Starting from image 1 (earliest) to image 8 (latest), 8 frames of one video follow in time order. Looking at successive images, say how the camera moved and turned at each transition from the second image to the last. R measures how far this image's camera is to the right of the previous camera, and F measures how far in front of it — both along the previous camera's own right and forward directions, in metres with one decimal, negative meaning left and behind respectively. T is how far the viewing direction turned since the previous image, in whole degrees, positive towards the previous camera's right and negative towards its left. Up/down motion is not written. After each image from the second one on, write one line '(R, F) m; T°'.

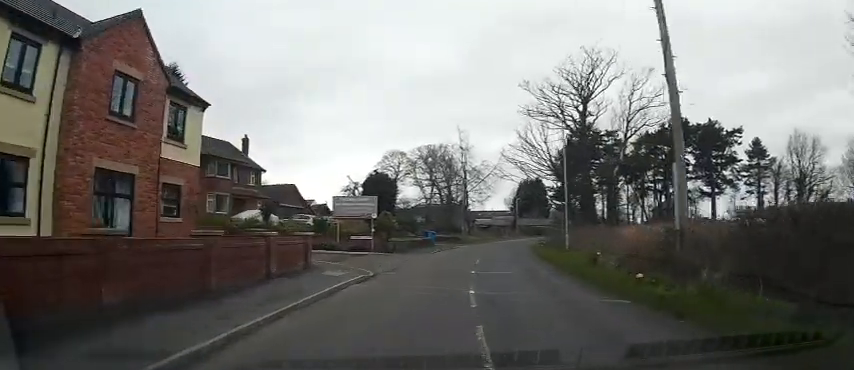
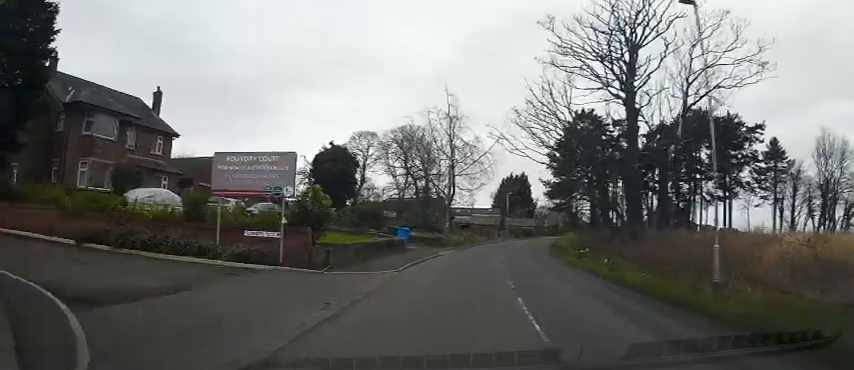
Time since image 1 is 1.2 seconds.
(+0.1, +14.2) m; +1°
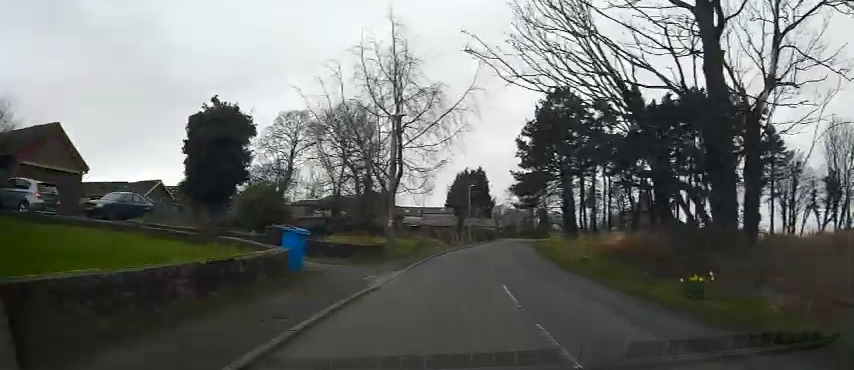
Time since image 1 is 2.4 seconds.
(+0.1, +13.9) m; +3°
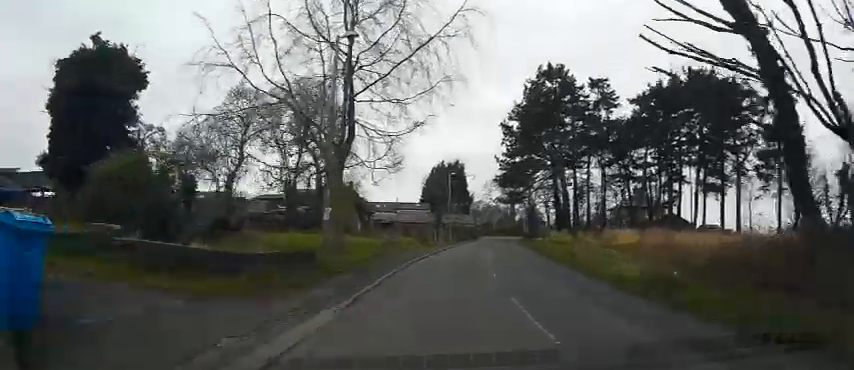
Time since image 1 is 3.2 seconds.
(+0.4, +8.9) m; +5°
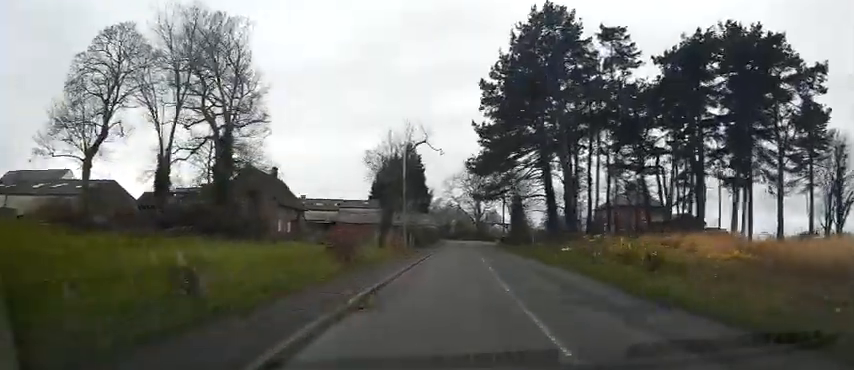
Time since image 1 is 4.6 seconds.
(+1.3, +17.3) m; +6°
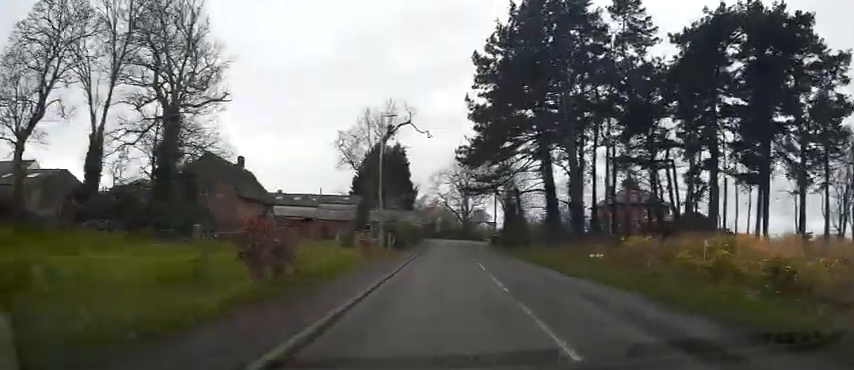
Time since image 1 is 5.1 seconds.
(0.0, +6.1) m; 0°
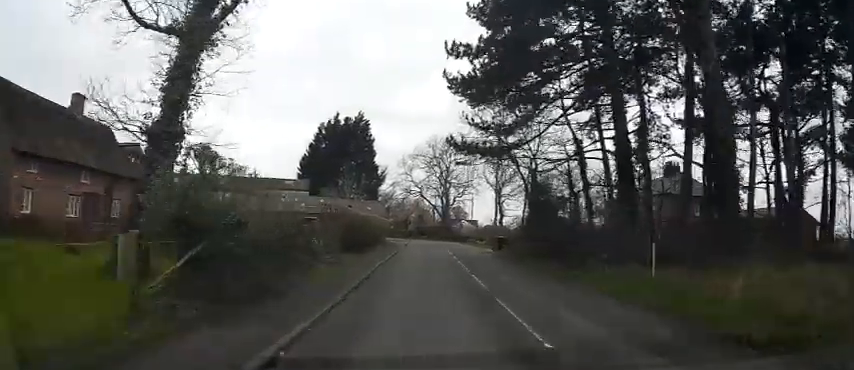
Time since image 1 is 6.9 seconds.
(+0.4, +22.3) m; +2°
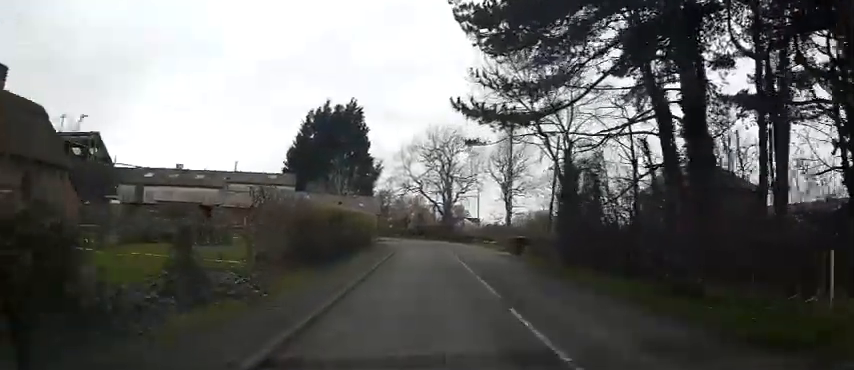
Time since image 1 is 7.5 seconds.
(+0.2, +7.2) m; 0°
